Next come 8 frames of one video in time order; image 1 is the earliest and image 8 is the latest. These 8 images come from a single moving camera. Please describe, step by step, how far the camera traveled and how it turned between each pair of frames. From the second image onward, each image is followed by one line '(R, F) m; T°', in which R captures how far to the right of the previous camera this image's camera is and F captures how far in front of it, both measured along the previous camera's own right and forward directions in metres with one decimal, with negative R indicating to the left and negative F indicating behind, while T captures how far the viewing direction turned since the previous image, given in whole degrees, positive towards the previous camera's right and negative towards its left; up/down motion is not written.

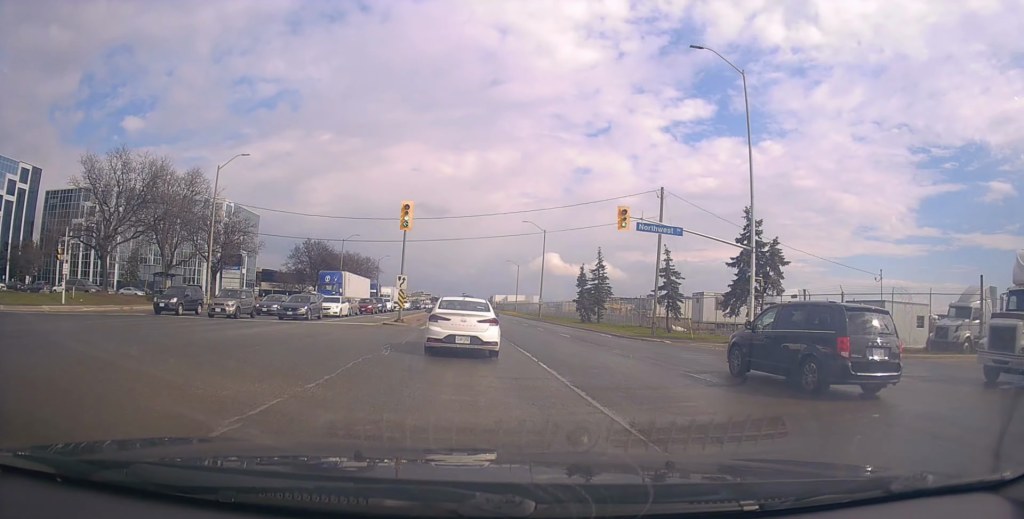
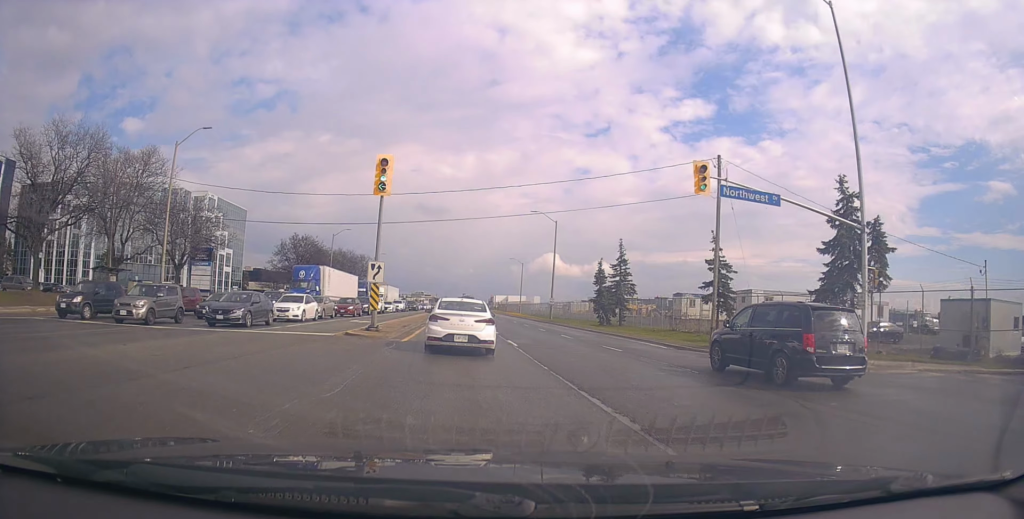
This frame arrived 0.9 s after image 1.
(+0.1, +9.7) m; +1°
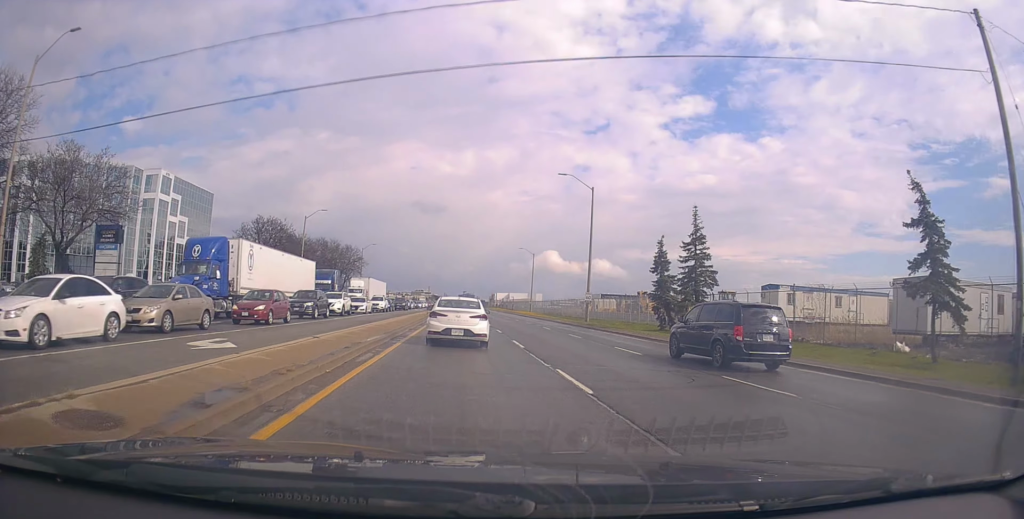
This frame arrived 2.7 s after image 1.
(-0.9, +20.5) m; -2°
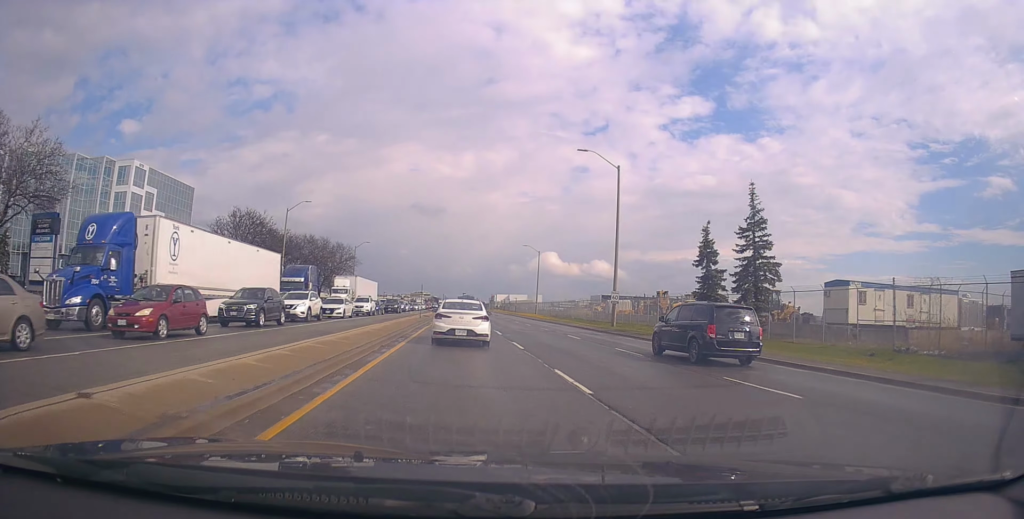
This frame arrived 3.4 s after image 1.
(+0.3, +9.4) m; 0°
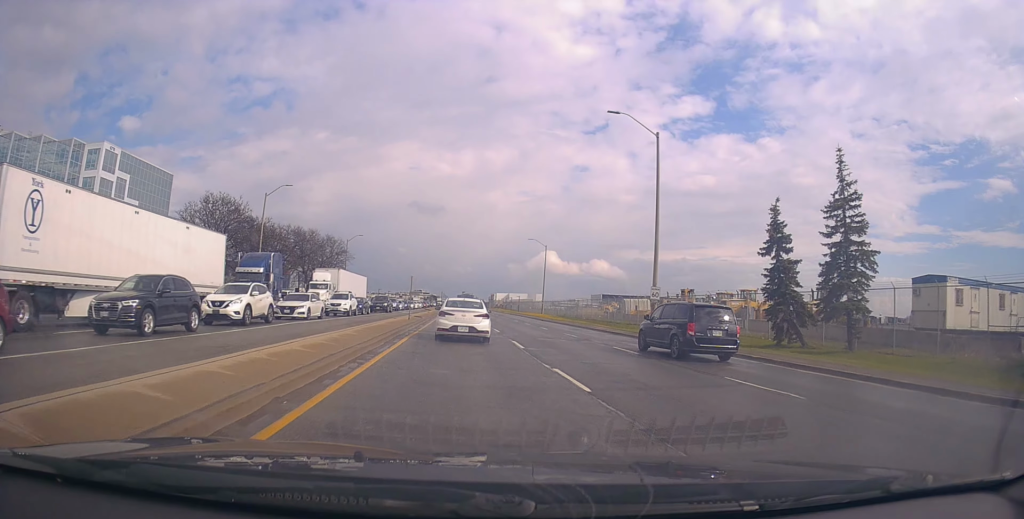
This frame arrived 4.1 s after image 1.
(+0.2, +9.2) m; 0°
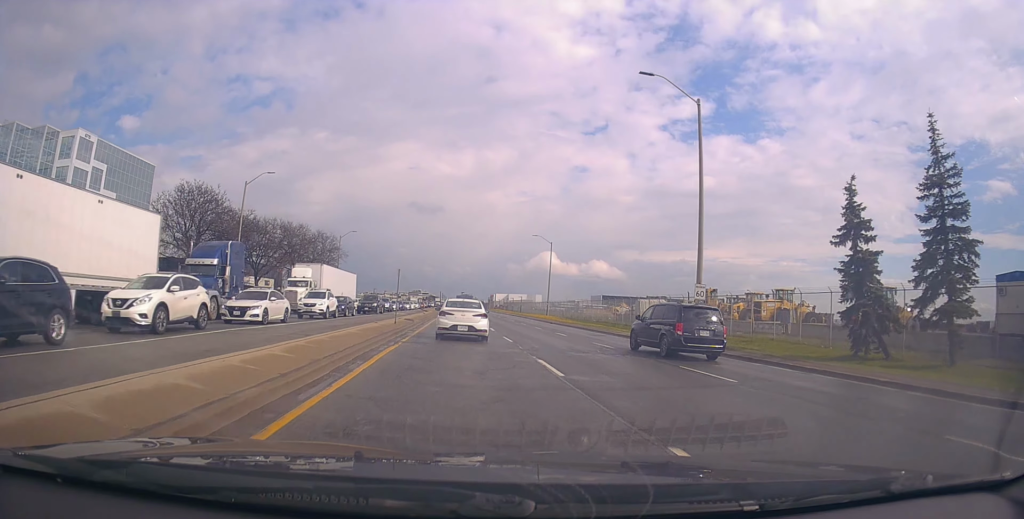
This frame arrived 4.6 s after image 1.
(-0.3, +7.0) m; -1°
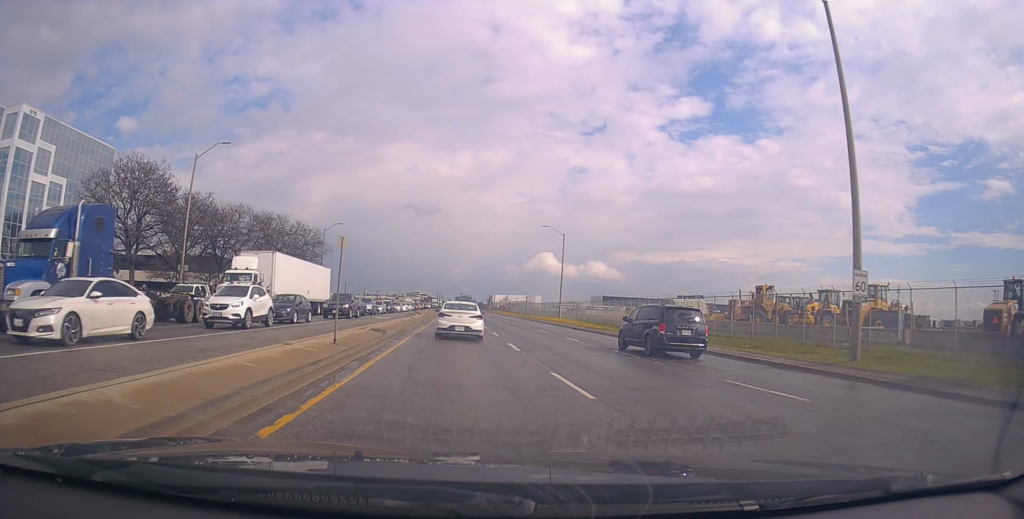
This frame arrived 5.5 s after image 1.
(-0.1, +12.5) m; +1°
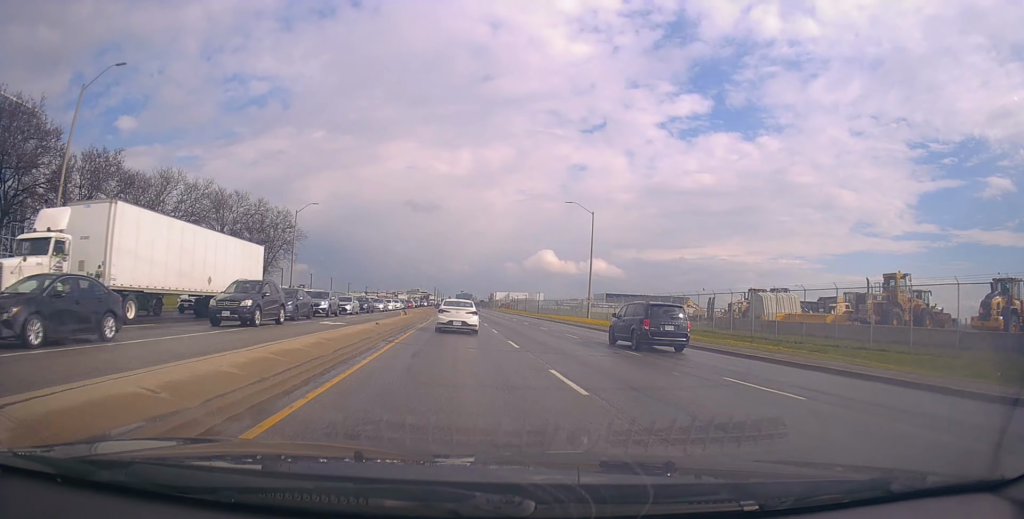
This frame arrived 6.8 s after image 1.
(+0.7, +18.0) m; +1°
